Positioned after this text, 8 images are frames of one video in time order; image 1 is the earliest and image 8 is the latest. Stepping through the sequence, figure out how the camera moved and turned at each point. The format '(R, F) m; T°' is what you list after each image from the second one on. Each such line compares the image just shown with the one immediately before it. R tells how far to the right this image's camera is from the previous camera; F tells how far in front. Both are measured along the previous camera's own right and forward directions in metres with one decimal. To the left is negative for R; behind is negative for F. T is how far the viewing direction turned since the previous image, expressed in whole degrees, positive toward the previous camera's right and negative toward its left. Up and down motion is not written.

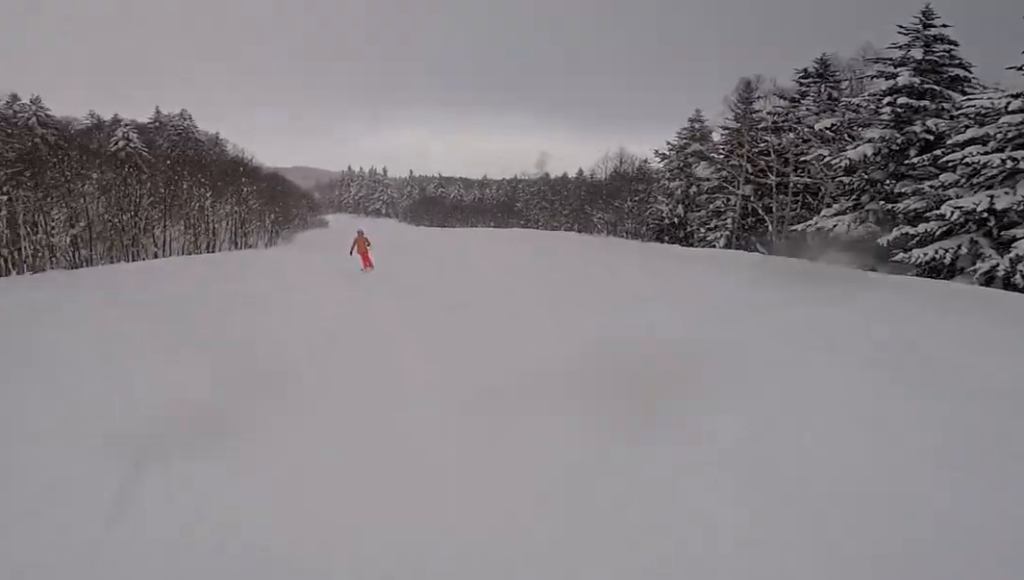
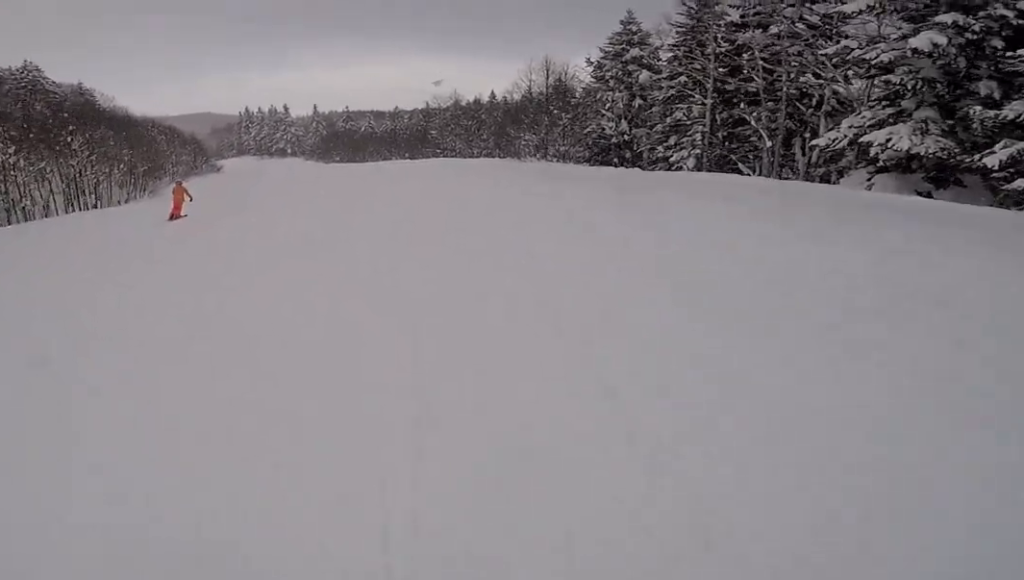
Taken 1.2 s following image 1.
(+0.7, +9.1) m; -1°
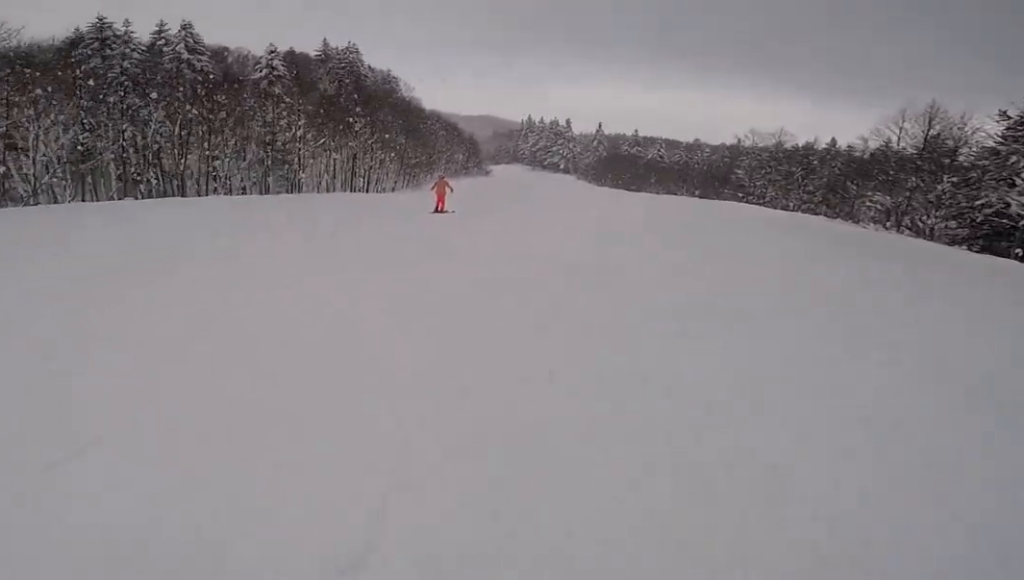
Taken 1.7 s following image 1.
(+0.1, +3.5) m; -4°
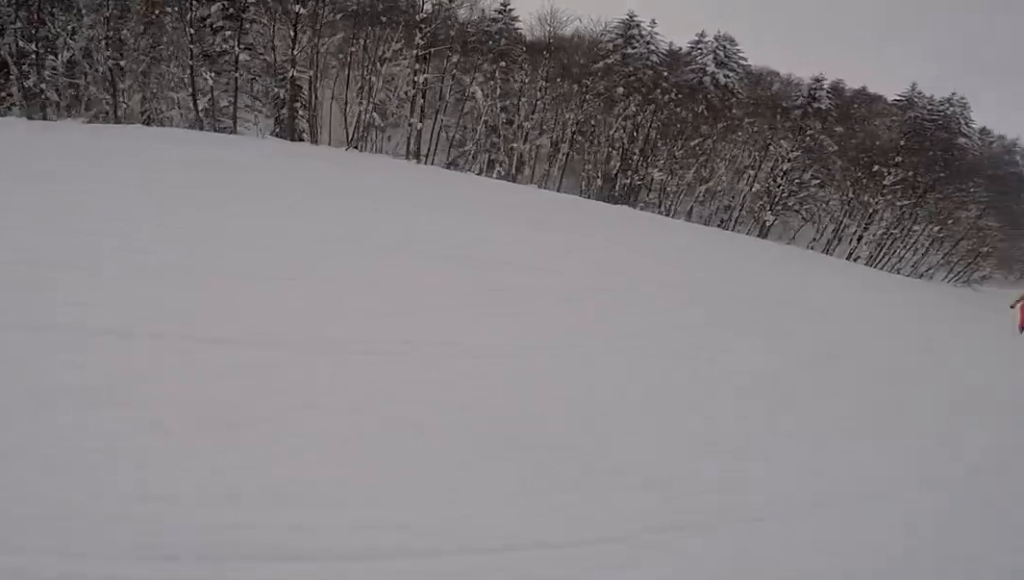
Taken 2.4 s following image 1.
(-0.6, +5.7) m; -12°
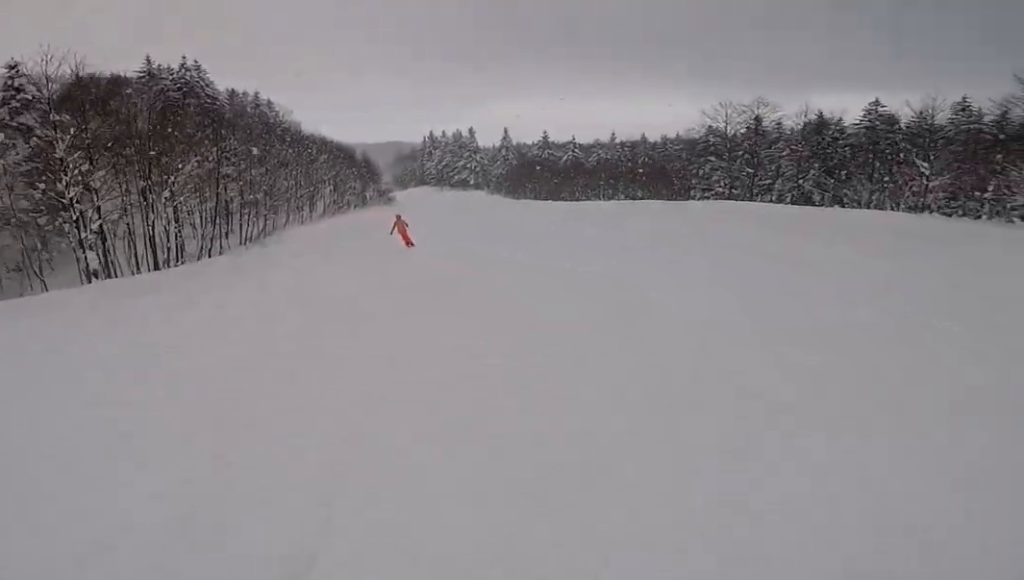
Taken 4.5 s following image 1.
(-0.9, +15.9) m; +4°
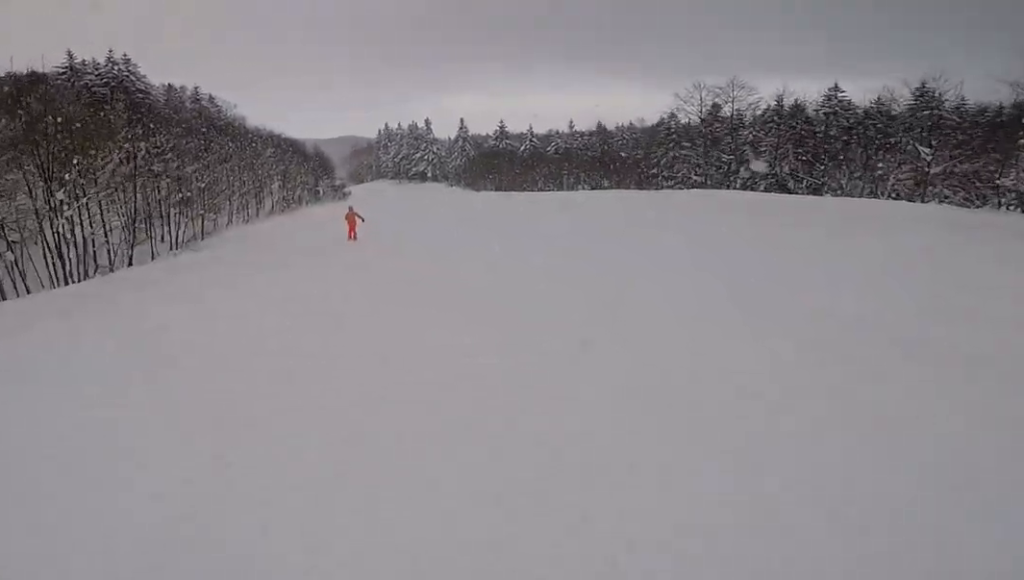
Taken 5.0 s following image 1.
(+0.1, +3.8) m; +4°
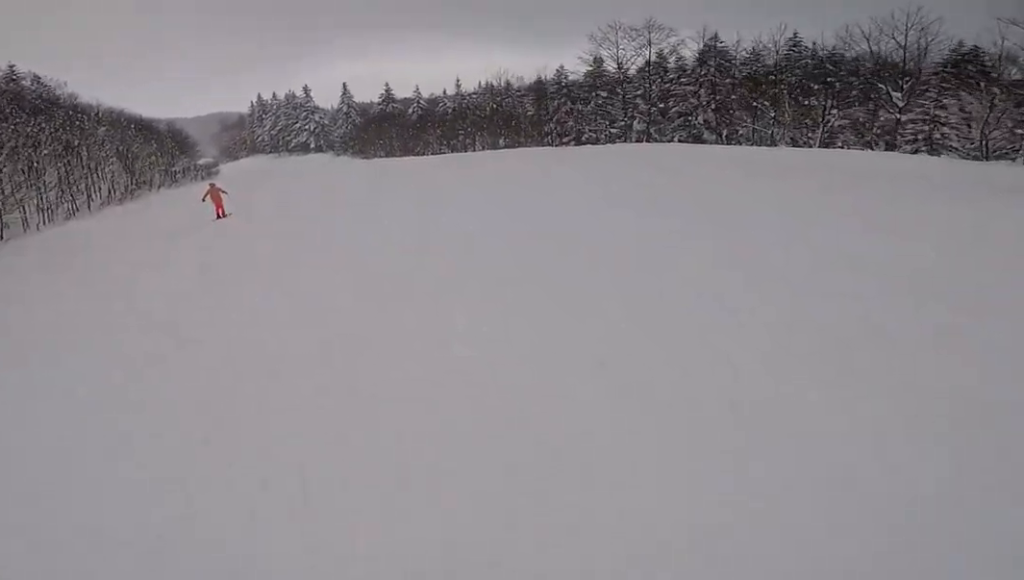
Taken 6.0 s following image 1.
(+0.3, +8.0) m; +3°
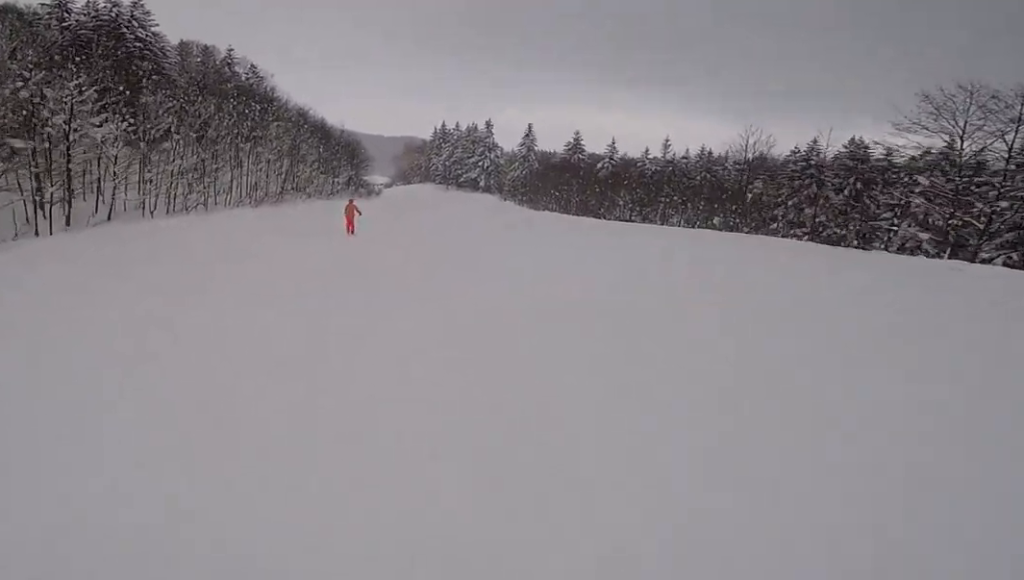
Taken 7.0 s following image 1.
(-0.2, +8.7) m; -11°
